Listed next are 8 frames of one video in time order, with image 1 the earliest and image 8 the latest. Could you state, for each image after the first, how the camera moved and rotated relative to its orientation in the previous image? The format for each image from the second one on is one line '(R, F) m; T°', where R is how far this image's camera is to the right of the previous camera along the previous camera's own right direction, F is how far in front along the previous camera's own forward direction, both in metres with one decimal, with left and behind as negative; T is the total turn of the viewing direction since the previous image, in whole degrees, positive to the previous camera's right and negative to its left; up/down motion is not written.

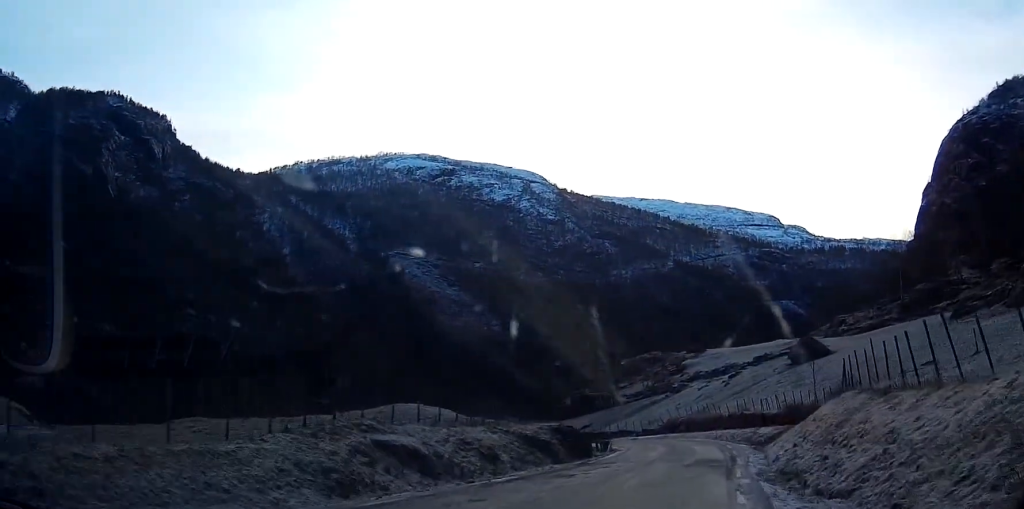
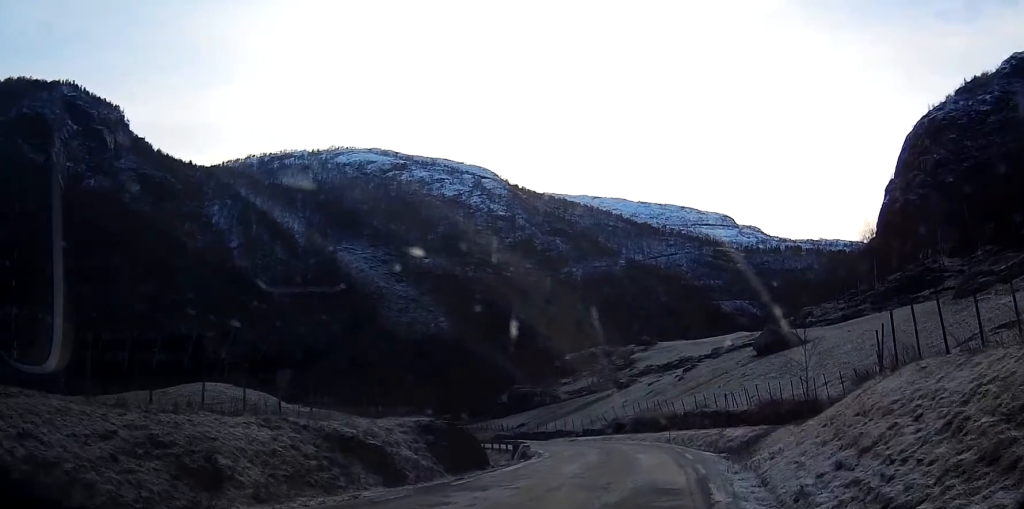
(+0.7, +12.8) m; +4°
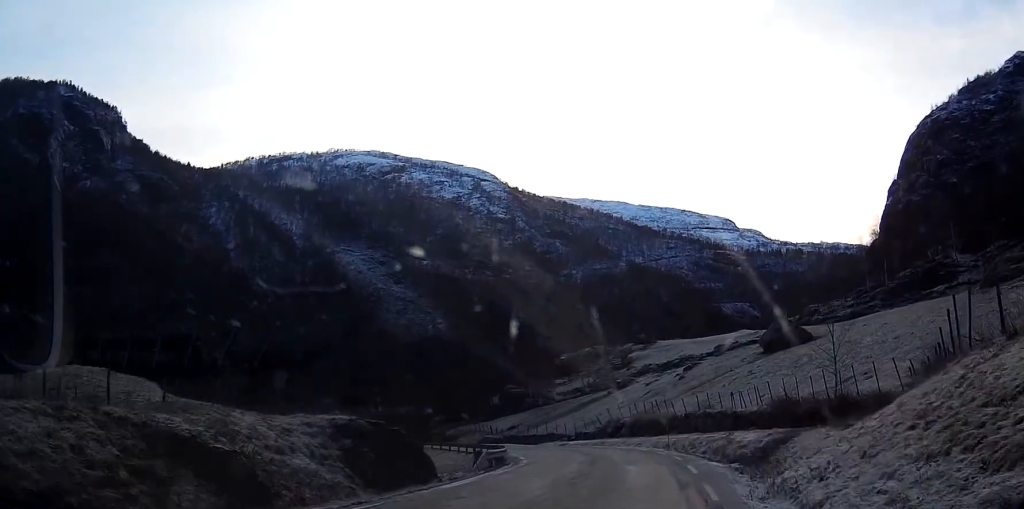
(+0.1, +6.3) m; +1°
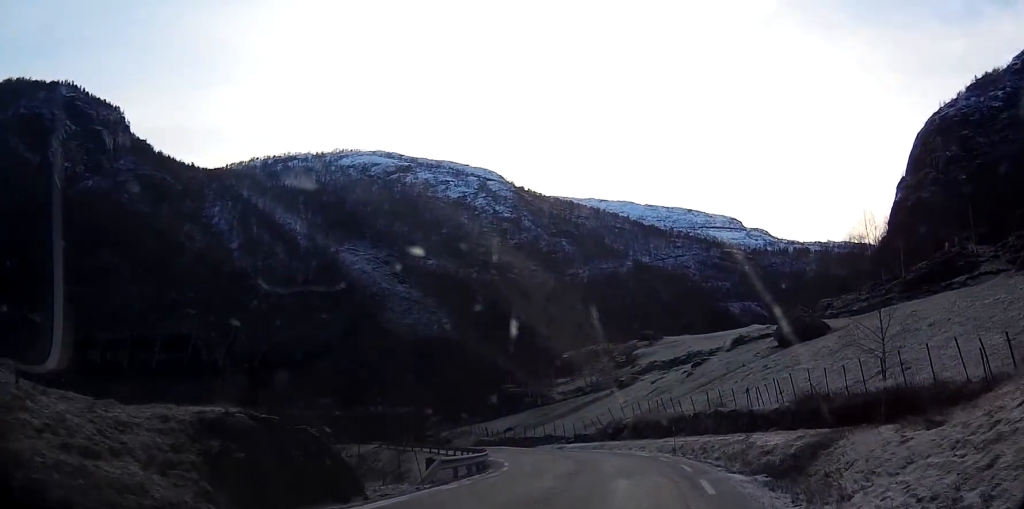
(0.0, +6.0) m; -1°
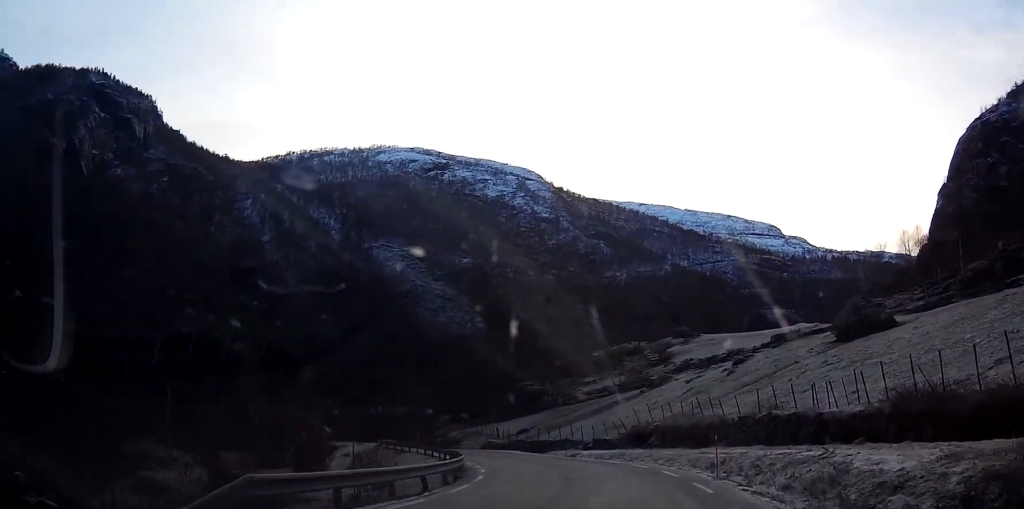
(-0.2, +11.2) m; -3°
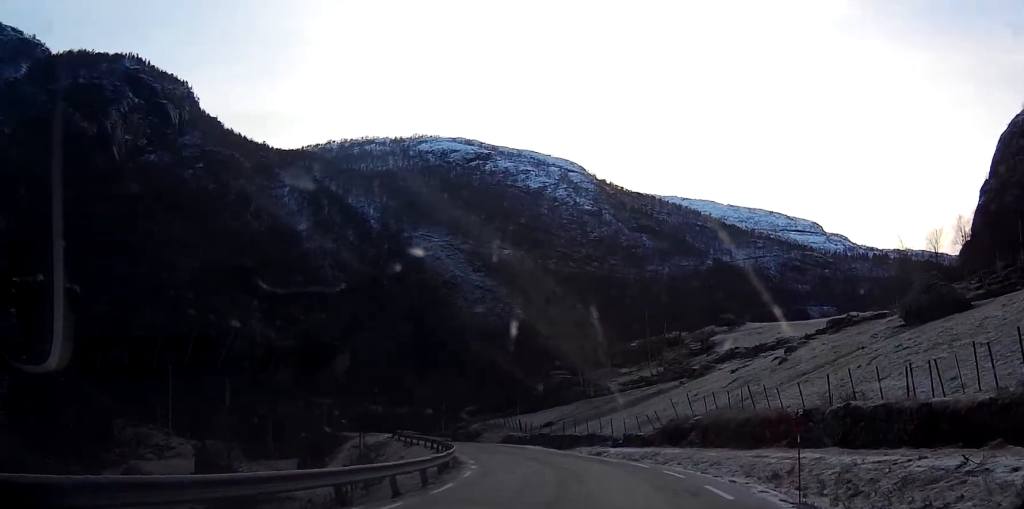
(-0.2, +8.5) m; -2°
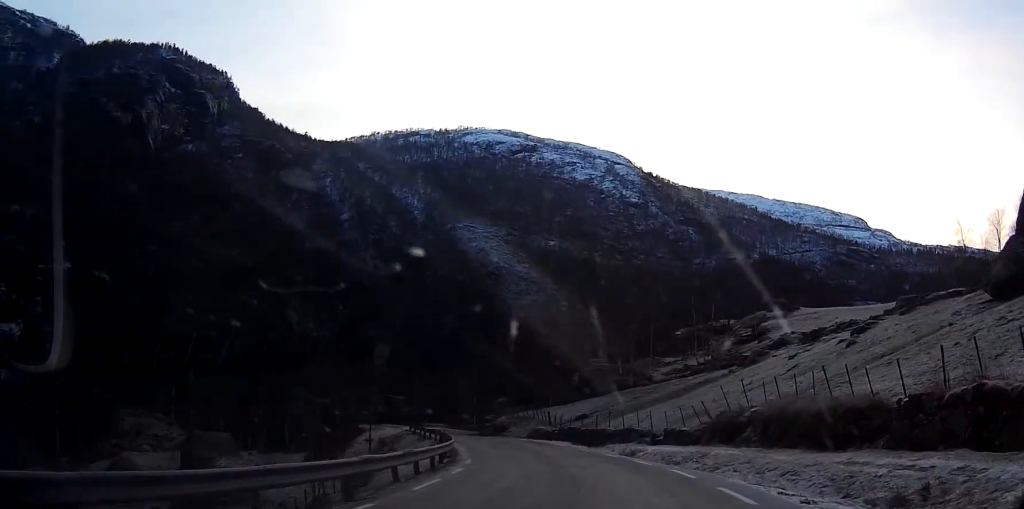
(-0.2, +8.5) m; -2°
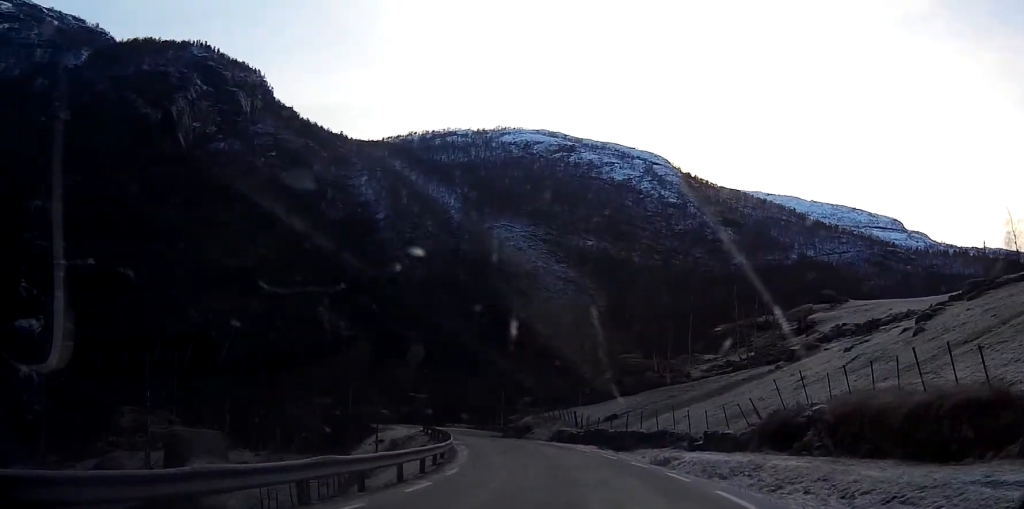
(-0.1, +6.9) m; -1°
